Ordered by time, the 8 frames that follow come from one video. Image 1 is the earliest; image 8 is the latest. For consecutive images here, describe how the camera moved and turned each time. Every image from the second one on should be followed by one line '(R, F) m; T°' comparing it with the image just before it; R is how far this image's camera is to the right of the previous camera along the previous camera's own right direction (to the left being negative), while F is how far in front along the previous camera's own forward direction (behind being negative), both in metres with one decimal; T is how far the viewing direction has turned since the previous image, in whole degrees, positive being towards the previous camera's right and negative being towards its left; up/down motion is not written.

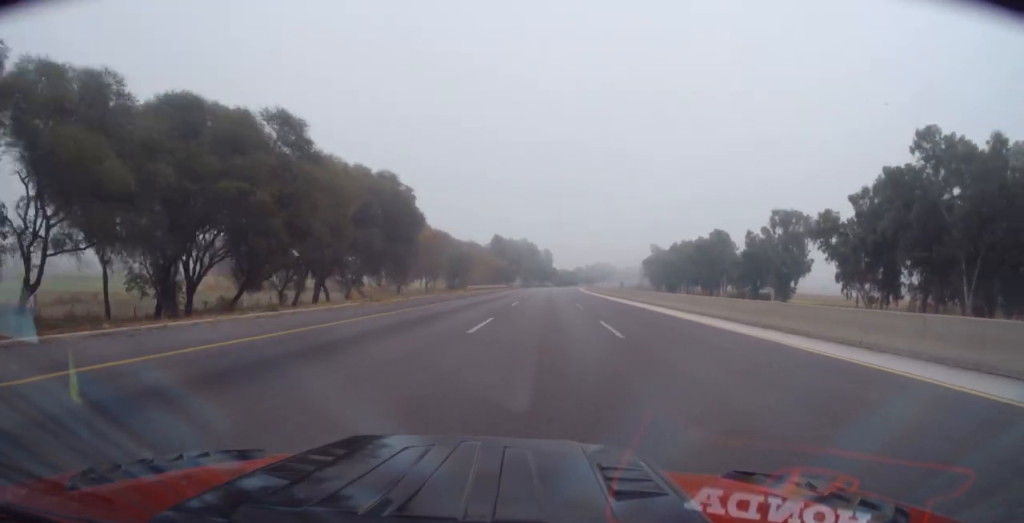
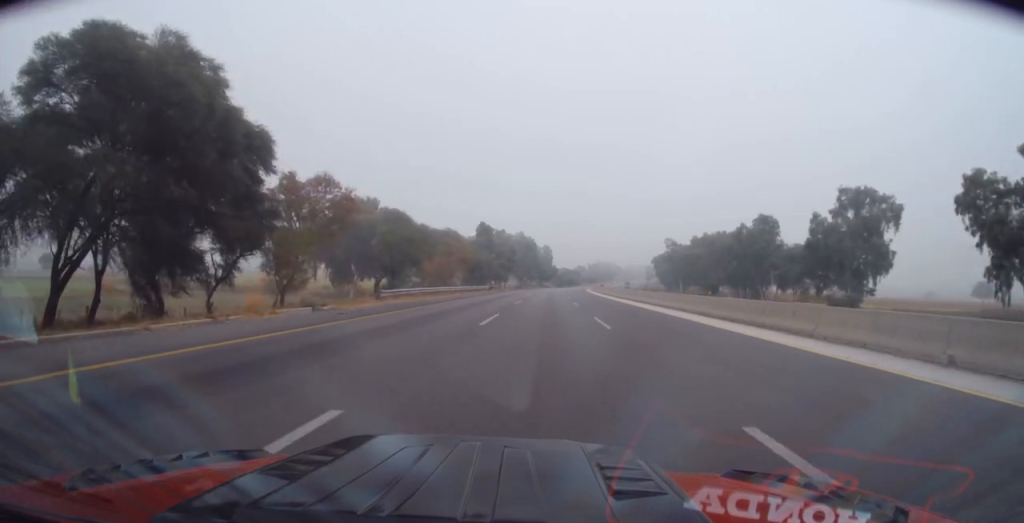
(-0.4, +33.4) m; 0°
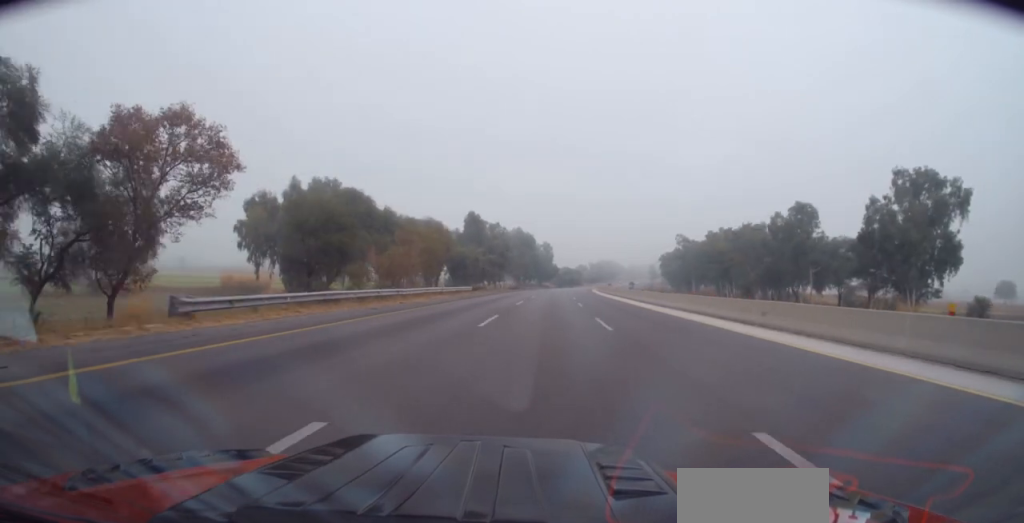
(+0.1, +18.2) m; 0°
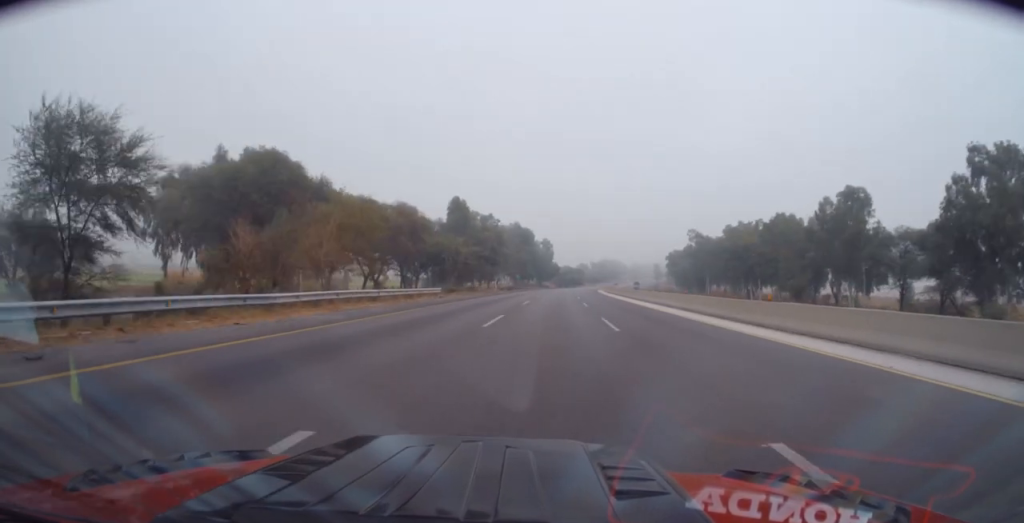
(+0.1, +18.2) m; 0°
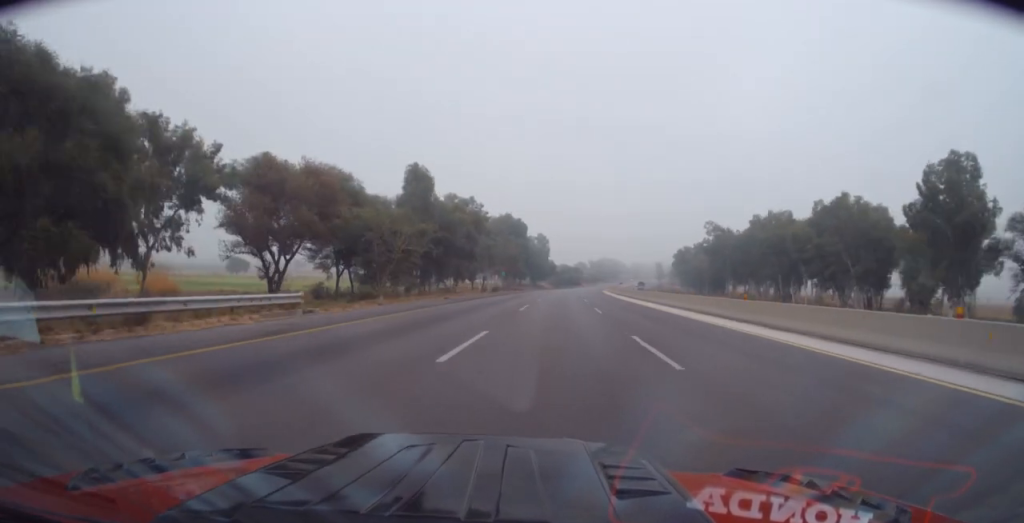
(+0.1, +25.4) m; +1°
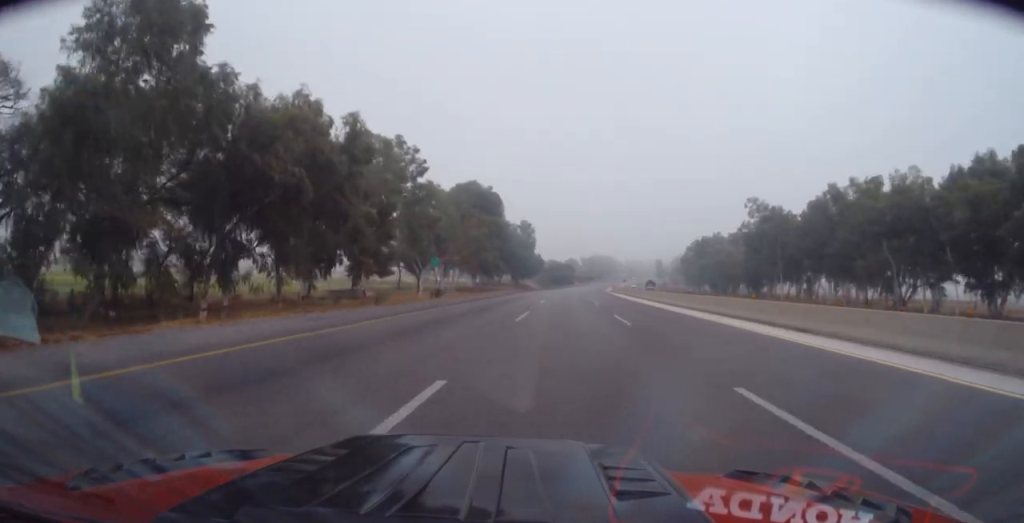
(+0.5, +43.7) m; 0°
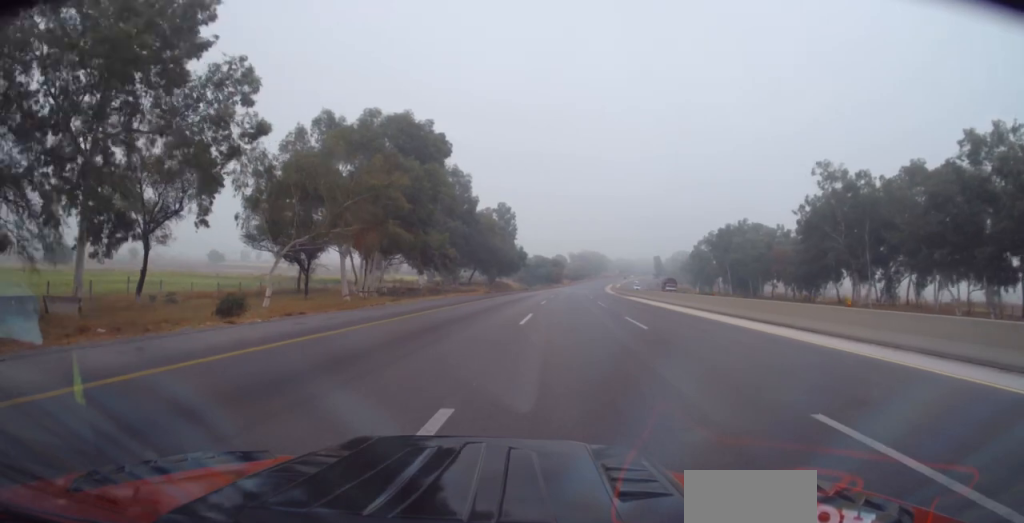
(+0.1, +37.7) m; +2°
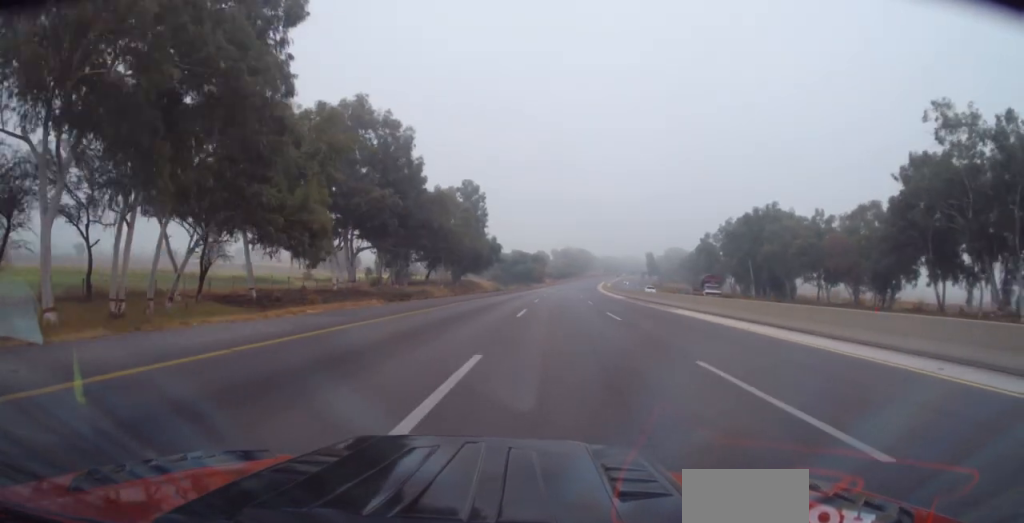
(+0.8, +31.5) m; +2°
